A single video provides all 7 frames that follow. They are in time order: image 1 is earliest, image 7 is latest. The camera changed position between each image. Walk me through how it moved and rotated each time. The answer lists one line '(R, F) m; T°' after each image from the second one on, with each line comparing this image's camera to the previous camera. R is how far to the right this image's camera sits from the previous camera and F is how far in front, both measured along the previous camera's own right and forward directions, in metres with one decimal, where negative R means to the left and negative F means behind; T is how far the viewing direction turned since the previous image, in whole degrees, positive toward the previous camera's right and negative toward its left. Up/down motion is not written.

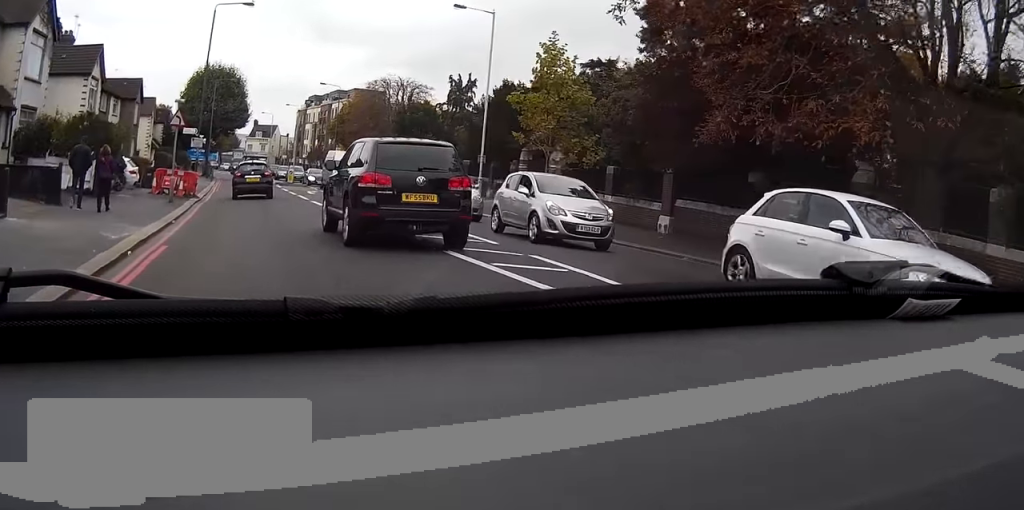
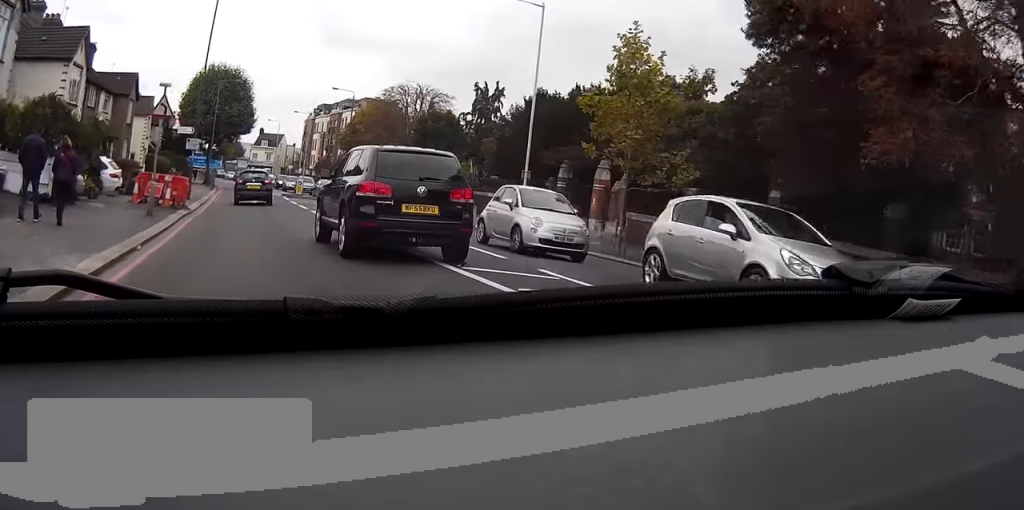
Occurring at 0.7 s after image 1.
(0.0, +5.4) m; 0°
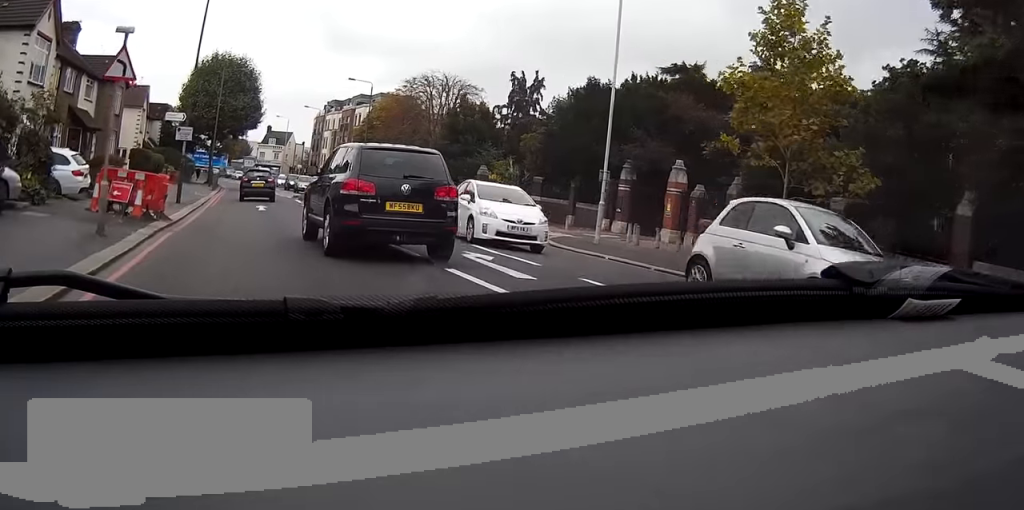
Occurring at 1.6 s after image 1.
(0.0, +6.7) m; 0°
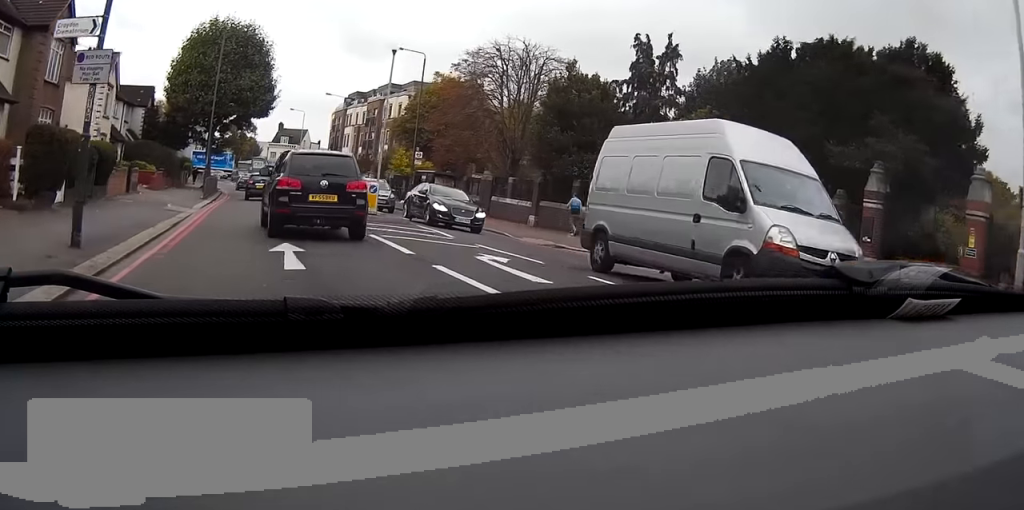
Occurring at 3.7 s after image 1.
(-0.1, +16.4) m; -1°
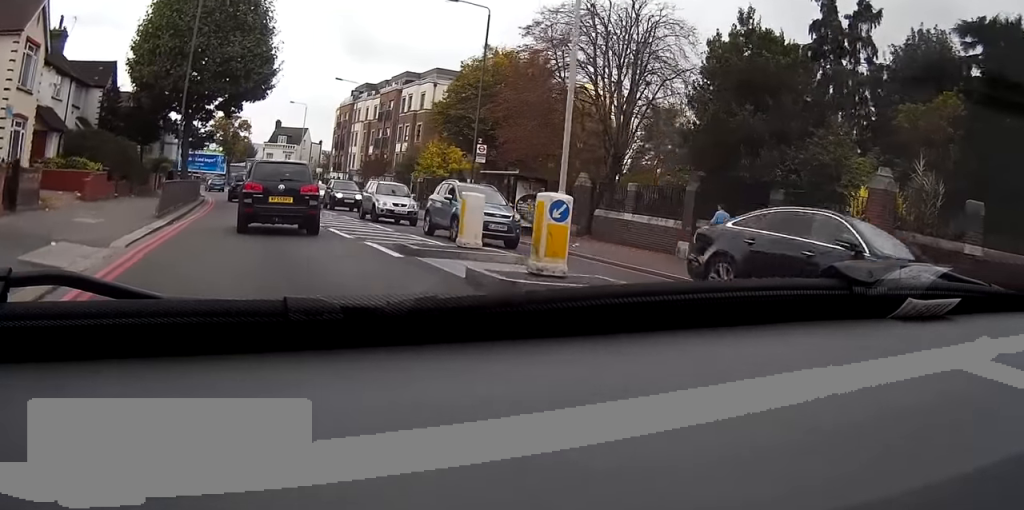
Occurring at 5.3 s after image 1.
(+0.2, +14.2) m; +1°
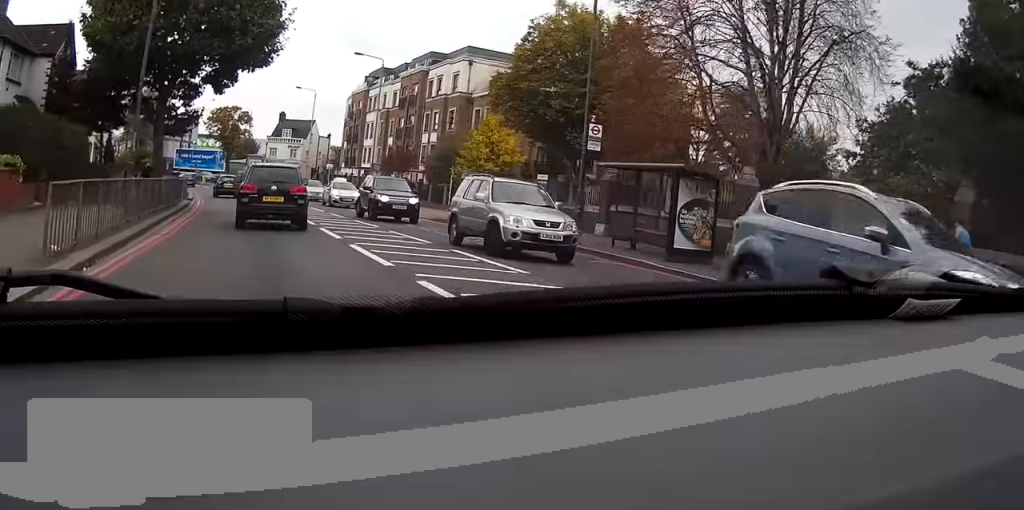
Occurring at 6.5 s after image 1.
(-0.3, +11.5) m; -2°
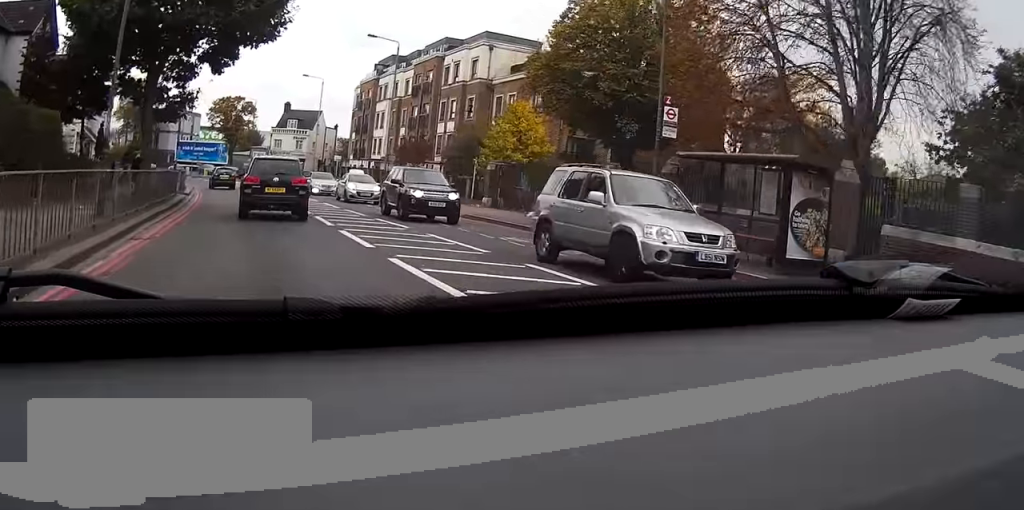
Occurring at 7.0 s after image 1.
(0.0, +4.2) m; 0°
